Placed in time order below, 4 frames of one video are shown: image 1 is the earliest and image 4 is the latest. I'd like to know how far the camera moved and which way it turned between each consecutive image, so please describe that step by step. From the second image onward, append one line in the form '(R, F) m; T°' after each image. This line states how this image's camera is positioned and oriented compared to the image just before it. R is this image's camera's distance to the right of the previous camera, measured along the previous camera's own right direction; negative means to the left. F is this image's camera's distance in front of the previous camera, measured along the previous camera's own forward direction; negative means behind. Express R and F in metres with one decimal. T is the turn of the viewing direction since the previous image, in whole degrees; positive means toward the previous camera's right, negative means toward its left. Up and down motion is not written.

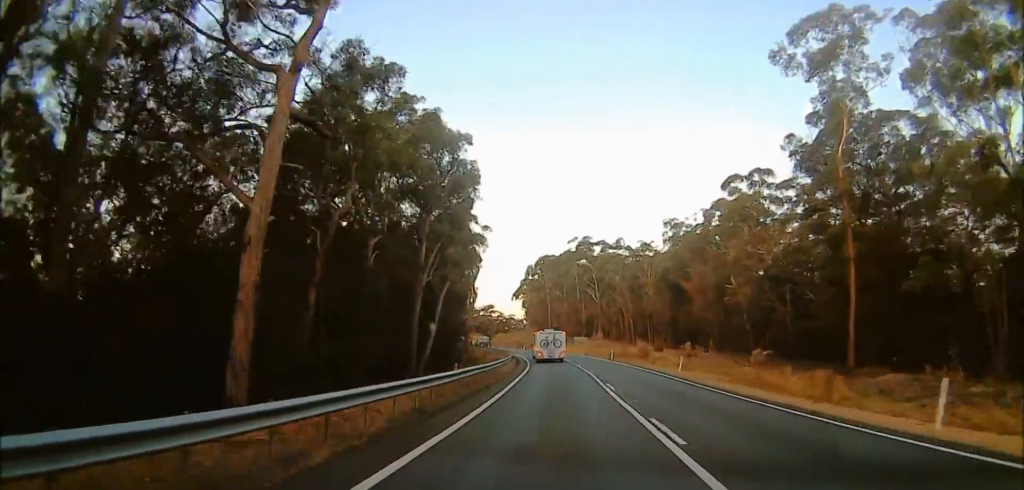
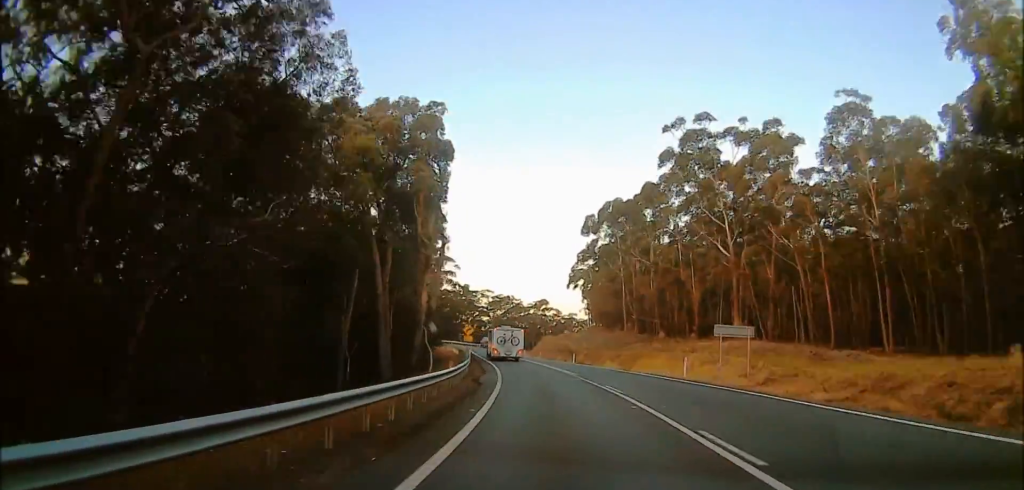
(-2.3, +64.1) m; -7°
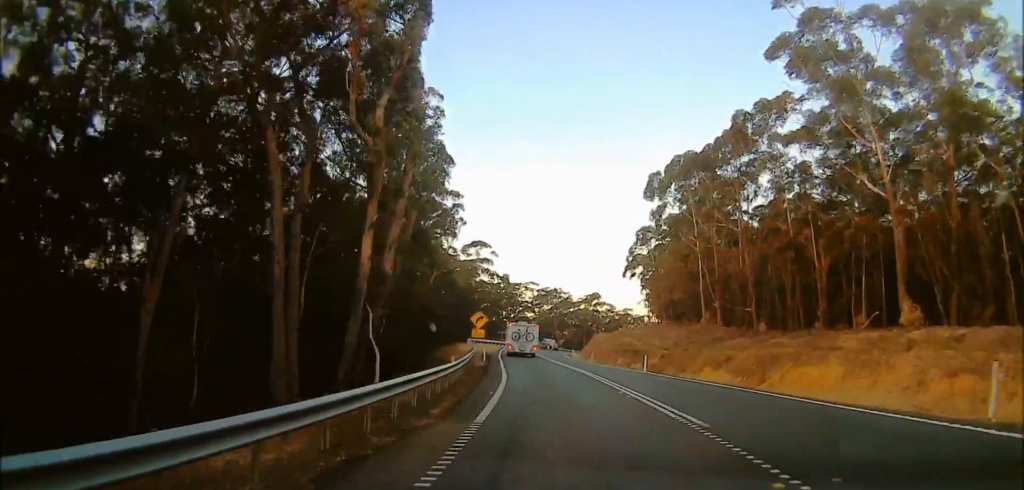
(-1.1, +20.7) m; -6°
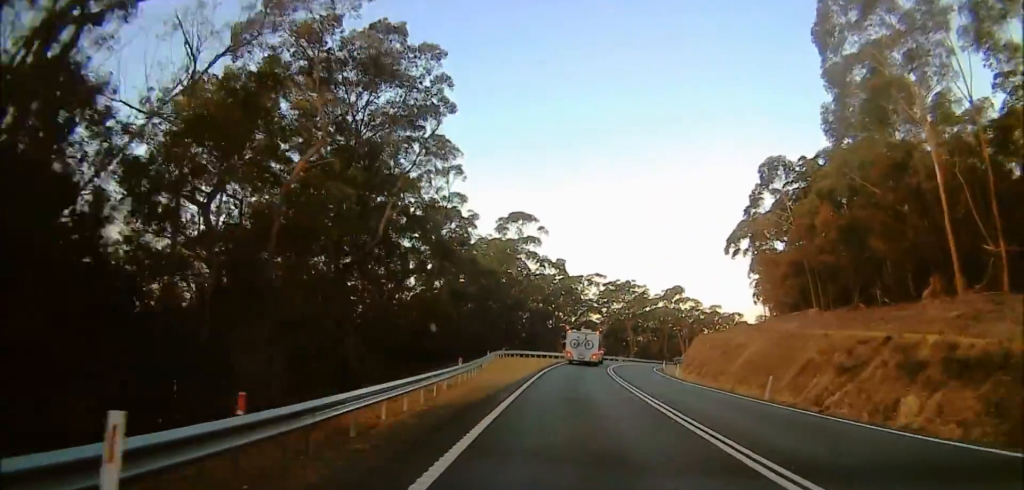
(-1.3, +36.0) m; -1°
